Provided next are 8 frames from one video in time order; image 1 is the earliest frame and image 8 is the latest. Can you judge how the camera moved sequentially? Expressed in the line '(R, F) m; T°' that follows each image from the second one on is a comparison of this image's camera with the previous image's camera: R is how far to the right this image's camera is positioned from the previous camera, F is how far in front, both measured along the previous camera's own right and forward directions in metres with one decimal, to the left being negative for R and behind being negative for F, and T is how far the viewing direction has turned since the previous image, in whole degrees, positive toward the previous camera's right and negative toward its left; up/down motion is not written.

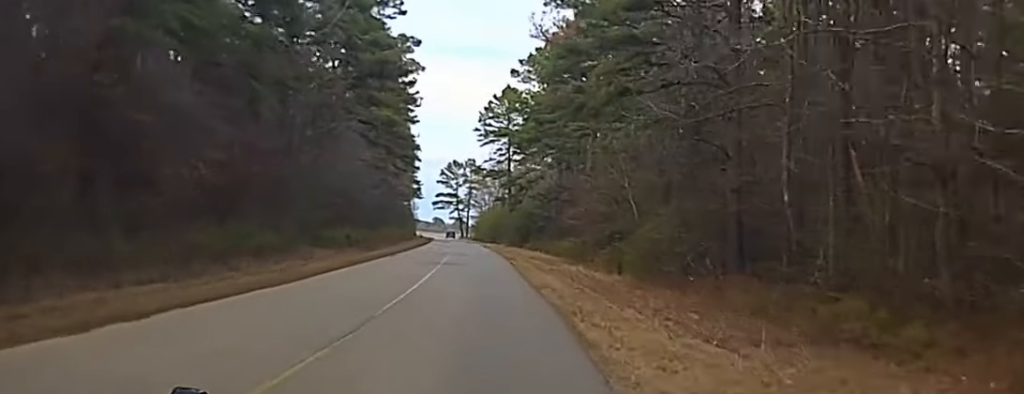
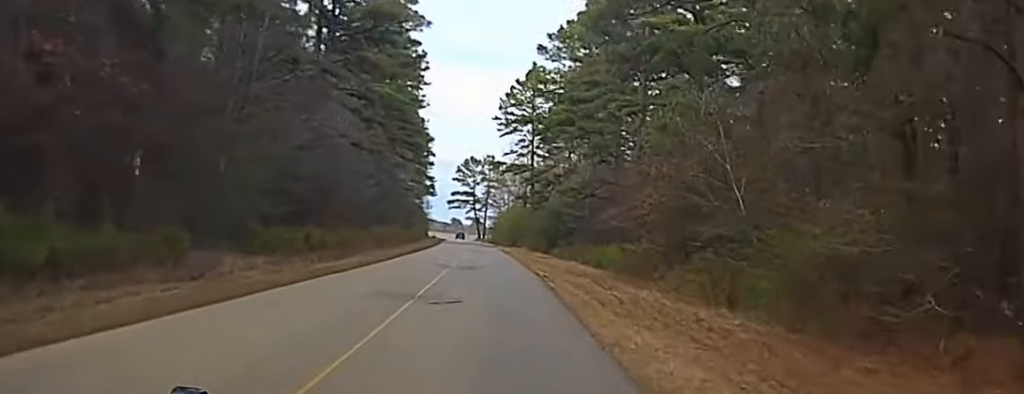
(-1.5, +19.7) m; -4°
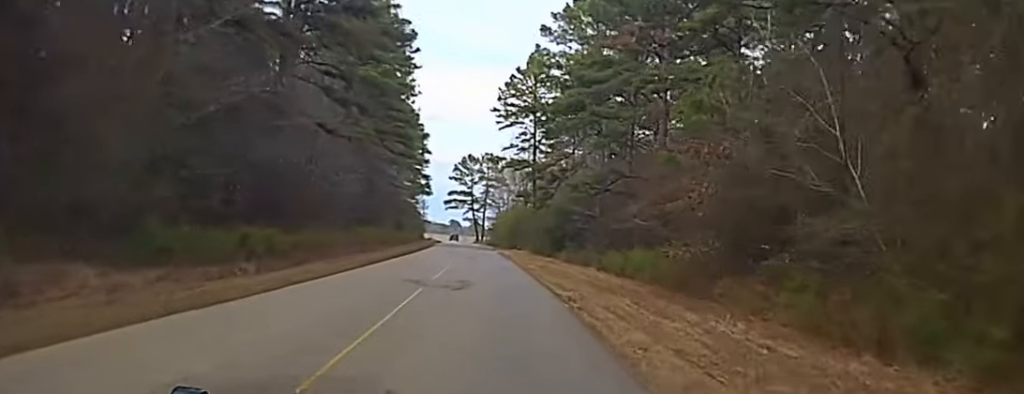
(0.0, +12.7) m; +1°
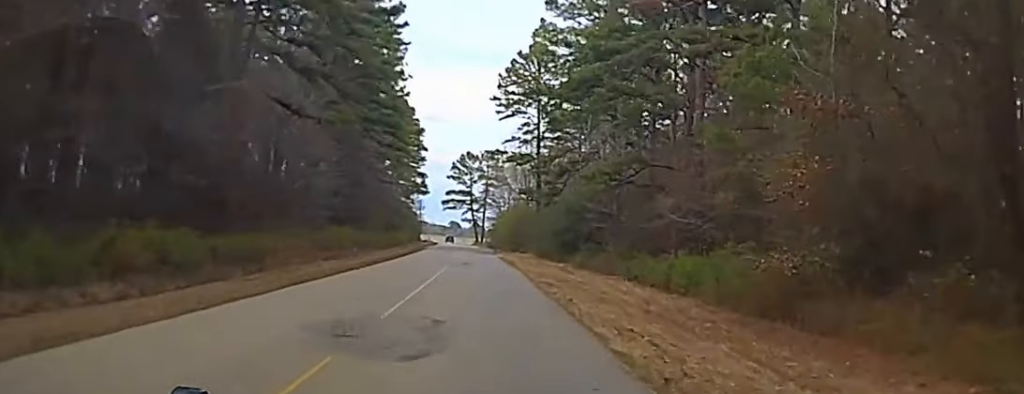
(0.0, +12.4) m; +1°
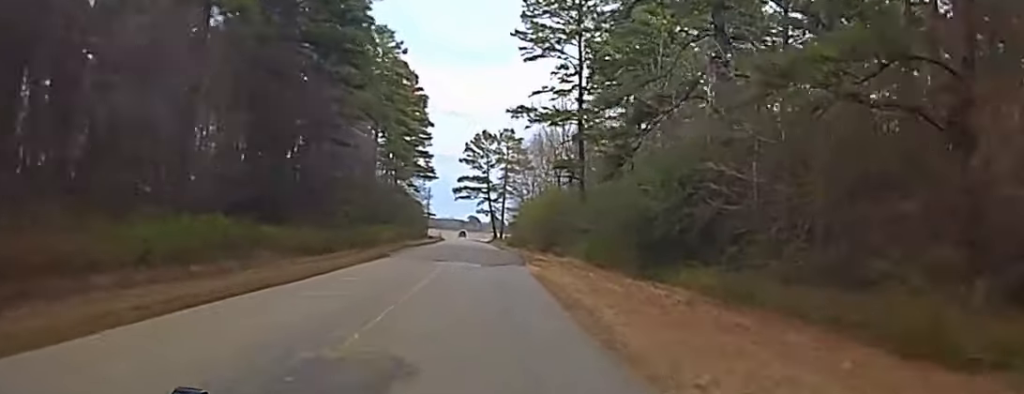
(+0.5, +37.3) m; +1°
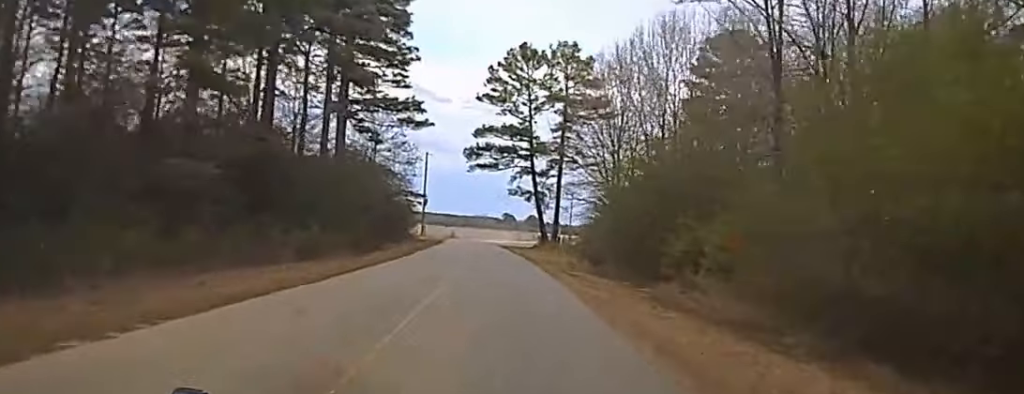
(-1.9, +95.5) m; -2°
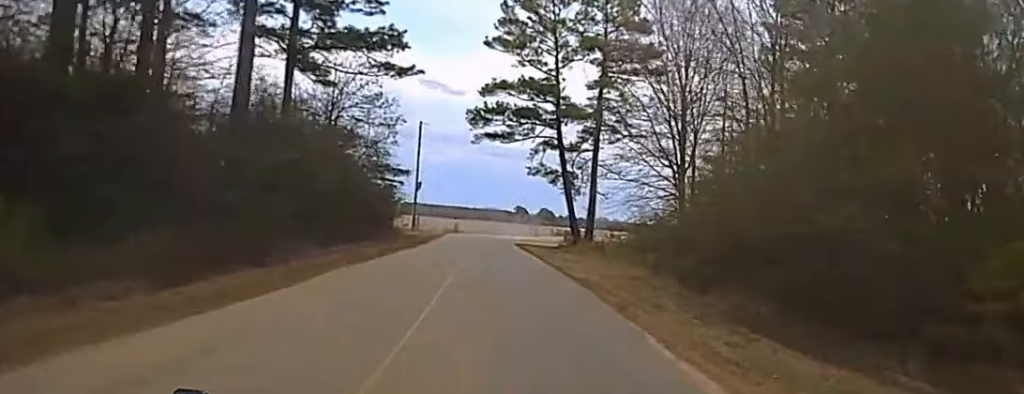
(0.0, +27.2) m; 0°
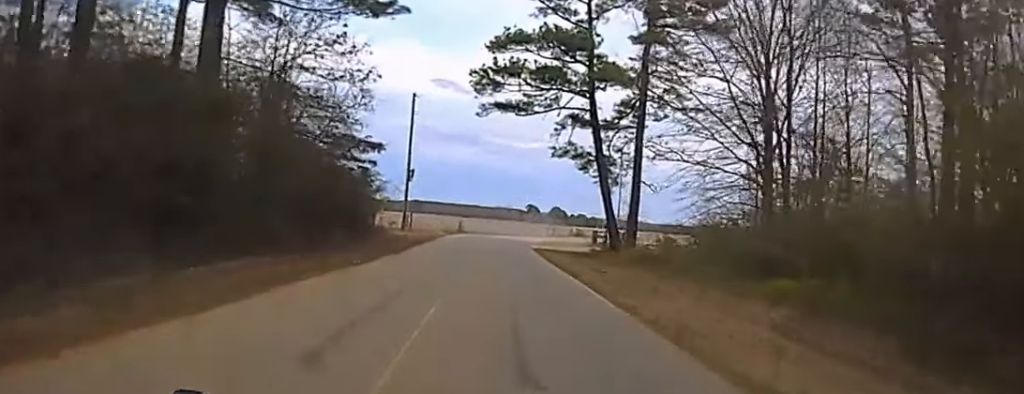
(-0.2, +20.9) m; 0°
